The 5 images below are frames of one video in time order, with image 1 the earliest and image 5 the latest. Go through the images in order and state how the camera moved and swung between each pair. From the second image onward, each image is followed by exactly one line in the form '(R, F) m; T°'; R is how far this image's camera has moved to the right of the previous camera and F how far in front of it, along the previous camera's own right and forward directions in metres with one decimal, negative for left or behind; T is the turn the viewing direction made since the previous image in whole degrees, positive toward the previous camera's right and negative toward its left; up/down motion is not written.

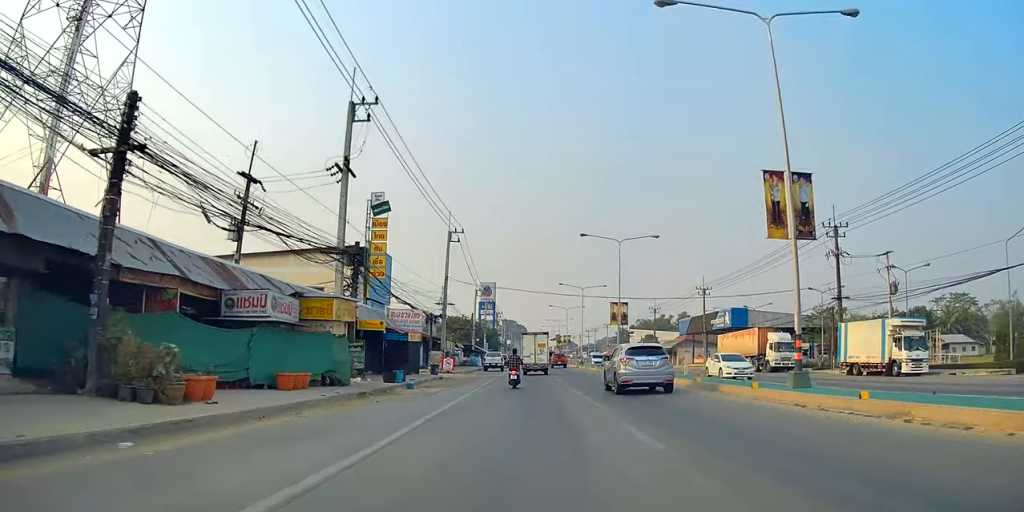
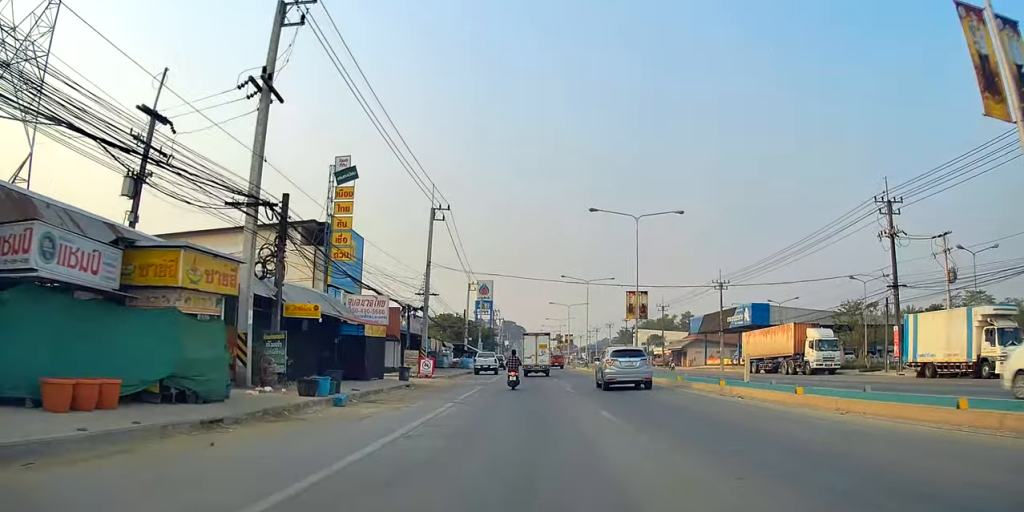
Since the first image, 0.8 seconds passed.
(+0.2, +9.2) m; 0°
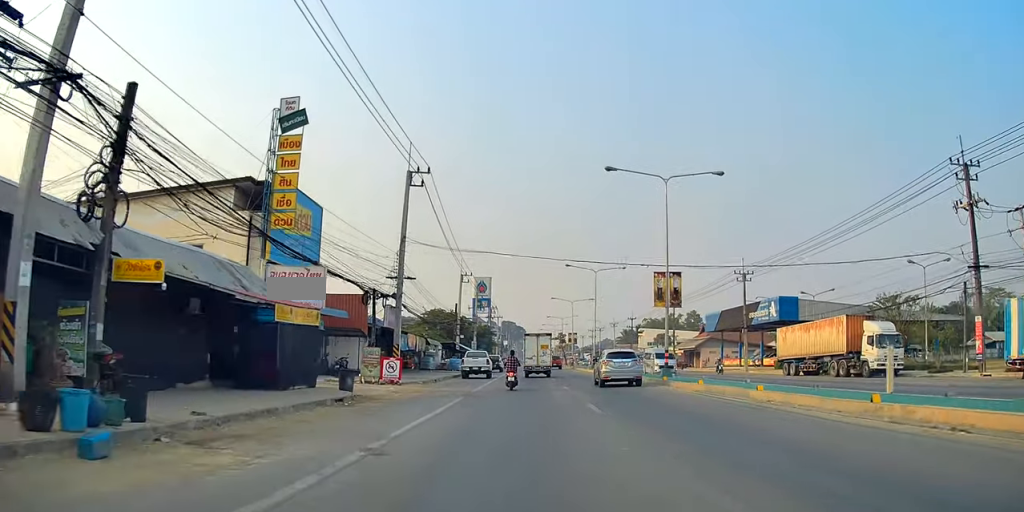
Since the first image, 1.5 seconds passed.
(0.0, +9.4) m; -3°
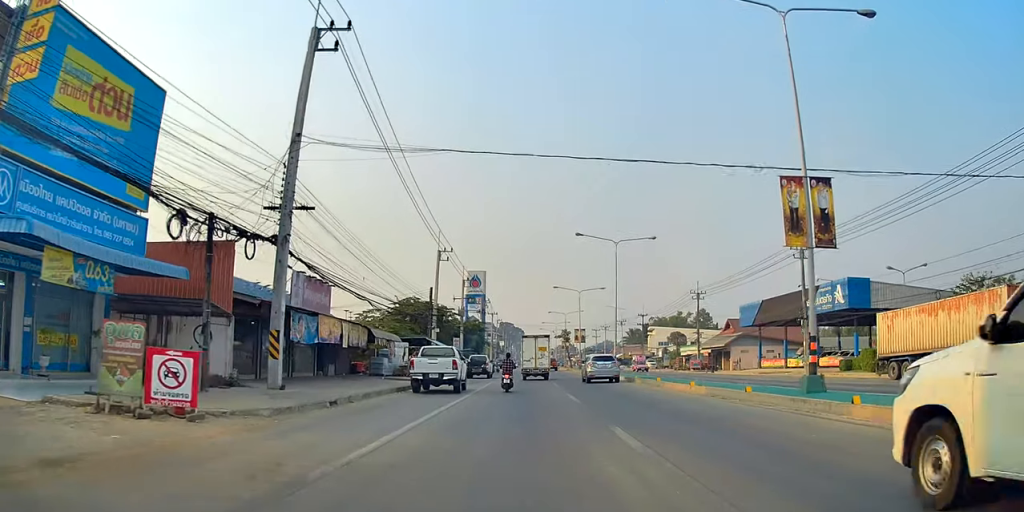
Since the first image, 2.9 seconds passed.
(-0.3, +17.5) m; +2°
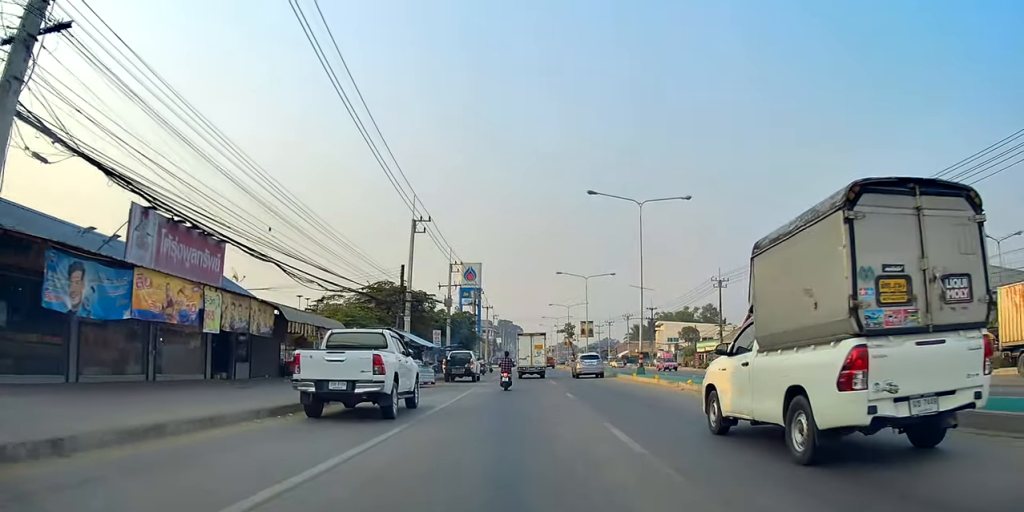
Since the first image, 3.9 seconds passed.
(+0.4, +12.3) m; 0°
